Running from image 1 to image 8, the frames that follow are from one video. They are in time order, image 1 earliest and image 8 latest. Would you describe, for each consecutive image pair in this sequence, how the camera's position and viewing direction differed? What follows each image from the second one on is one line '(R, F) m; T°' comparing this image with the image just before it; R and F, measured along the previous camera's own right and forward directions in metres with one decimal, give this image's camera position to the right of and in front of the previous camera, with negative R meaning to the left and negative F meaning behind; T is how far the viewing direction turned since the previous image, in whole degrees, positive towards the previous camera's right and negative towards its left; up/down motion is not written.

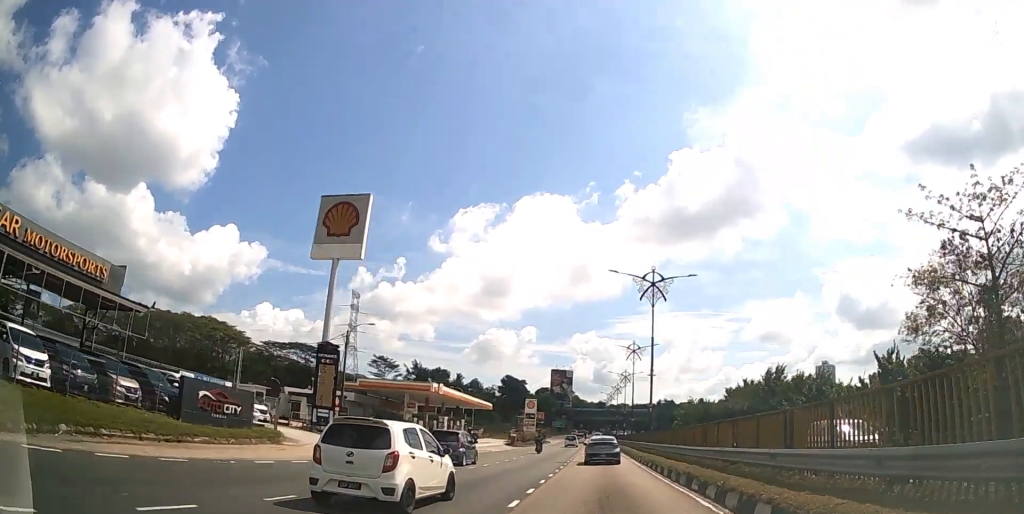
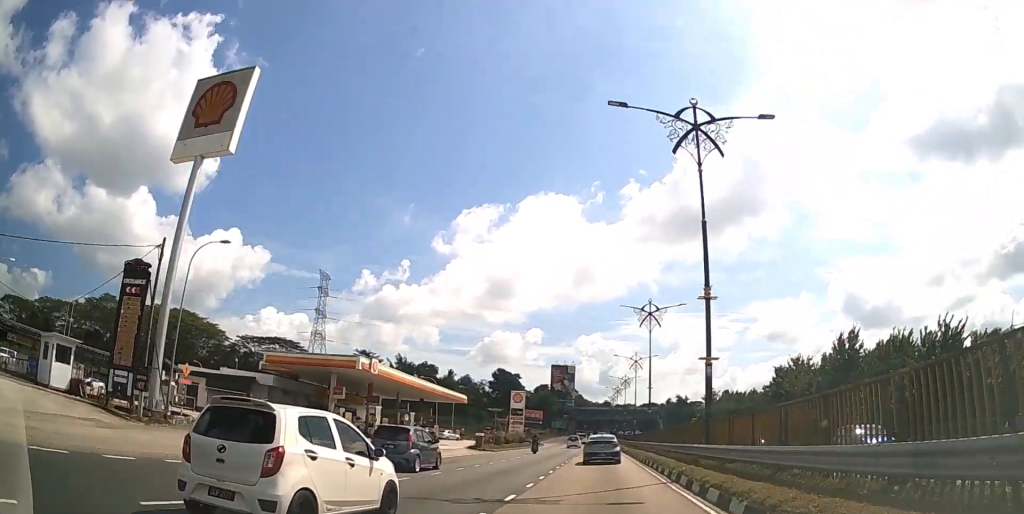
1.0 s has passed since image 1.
(-0.1, +20.8) m; -1°
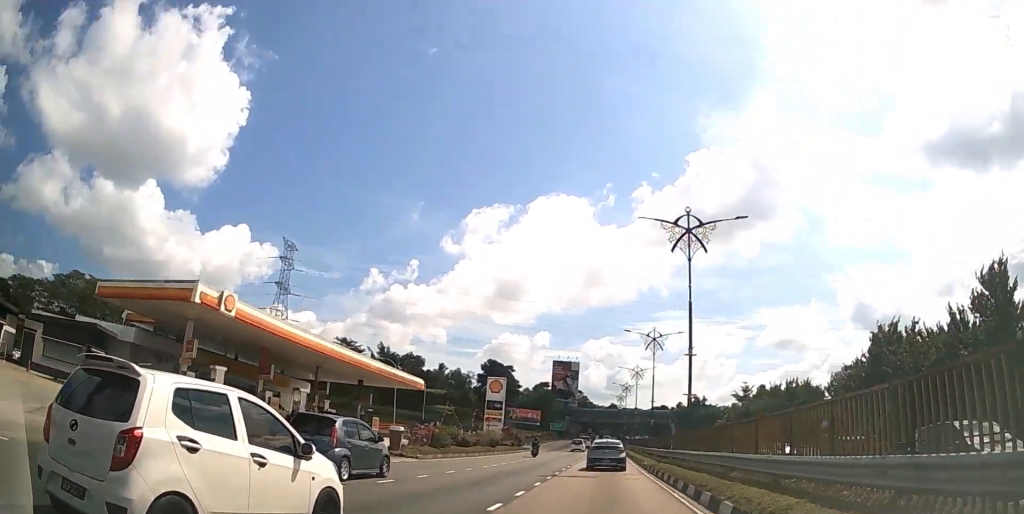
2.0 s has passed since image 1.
(-0.1, +20.0) m; 0°
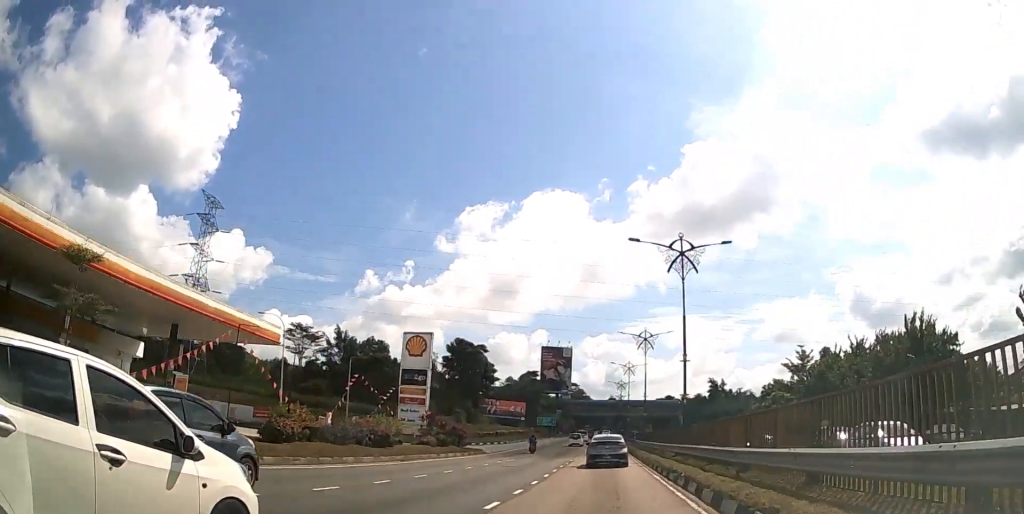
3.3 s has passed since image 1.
(-0.1, +25.3) m; 0°
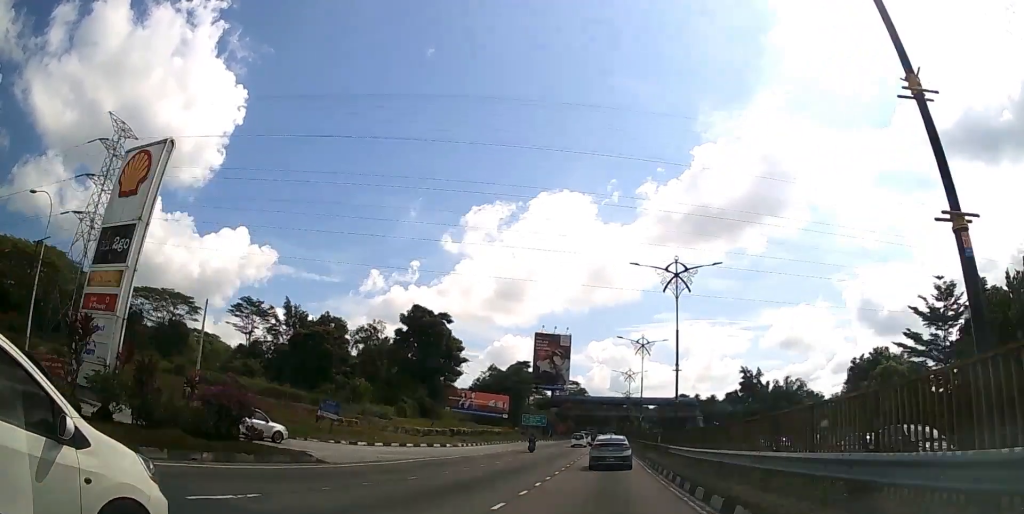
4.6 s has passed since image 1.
(-0.1, +25.2) m; 0°
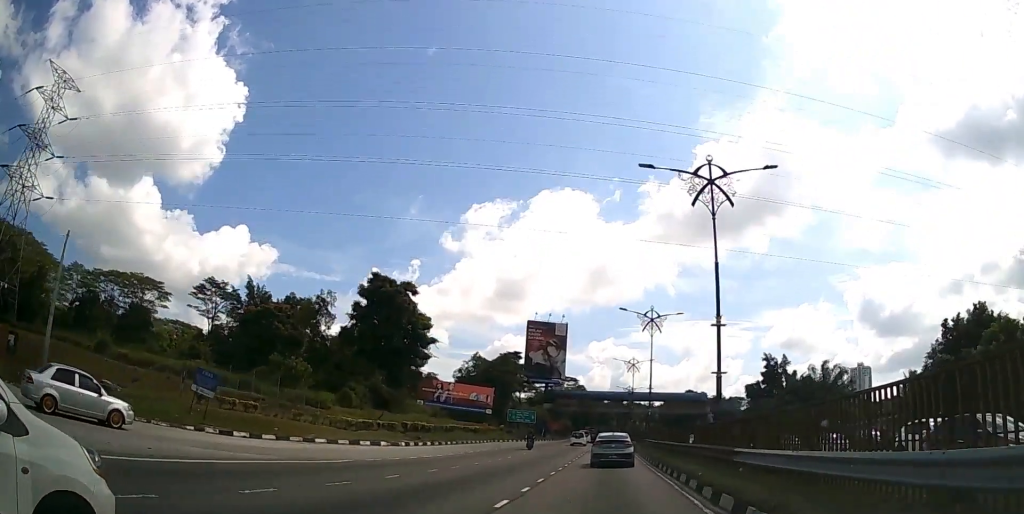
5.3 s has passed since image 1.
(0.0, +14.1) m; 0°
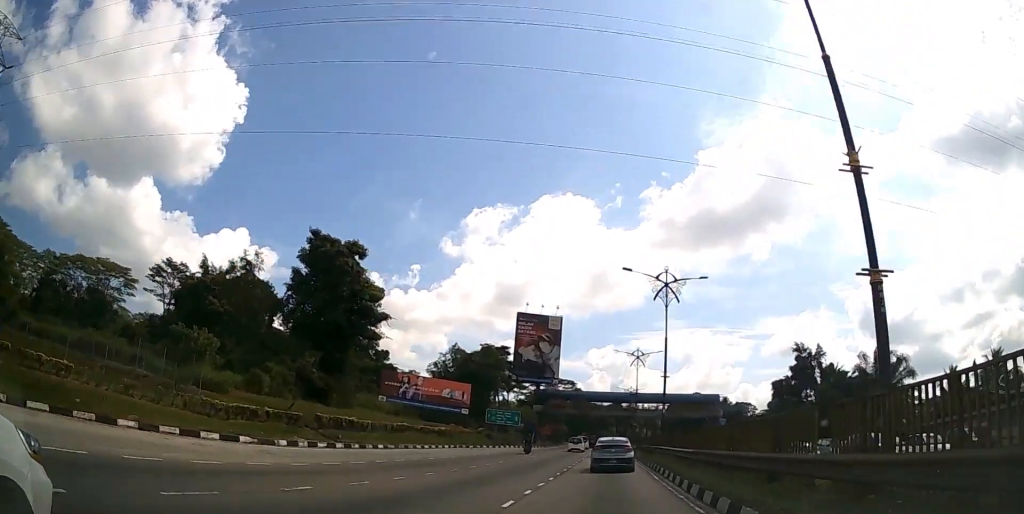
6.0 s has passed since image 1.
(0.0, +13.5) m; 0°
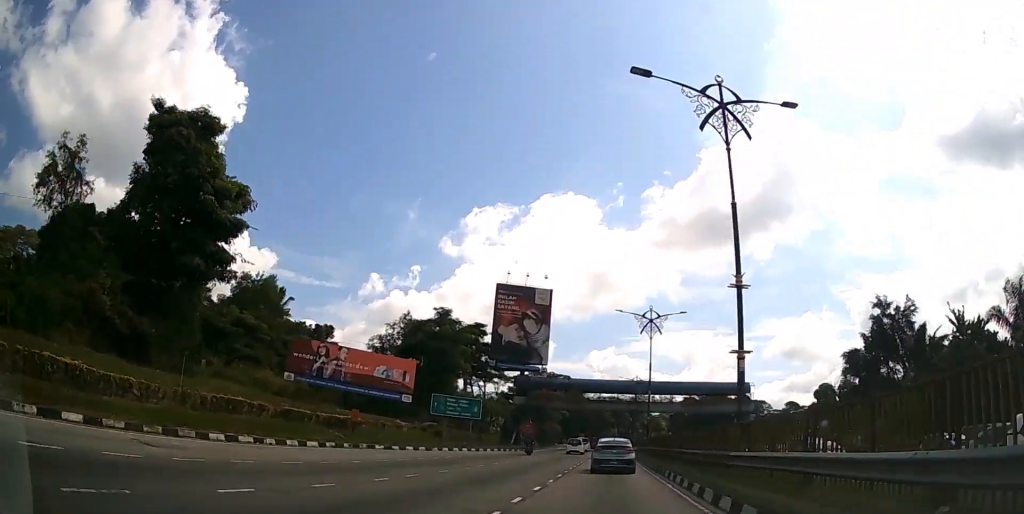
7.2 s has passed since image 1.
(0.0, +21.8) m; 0°
